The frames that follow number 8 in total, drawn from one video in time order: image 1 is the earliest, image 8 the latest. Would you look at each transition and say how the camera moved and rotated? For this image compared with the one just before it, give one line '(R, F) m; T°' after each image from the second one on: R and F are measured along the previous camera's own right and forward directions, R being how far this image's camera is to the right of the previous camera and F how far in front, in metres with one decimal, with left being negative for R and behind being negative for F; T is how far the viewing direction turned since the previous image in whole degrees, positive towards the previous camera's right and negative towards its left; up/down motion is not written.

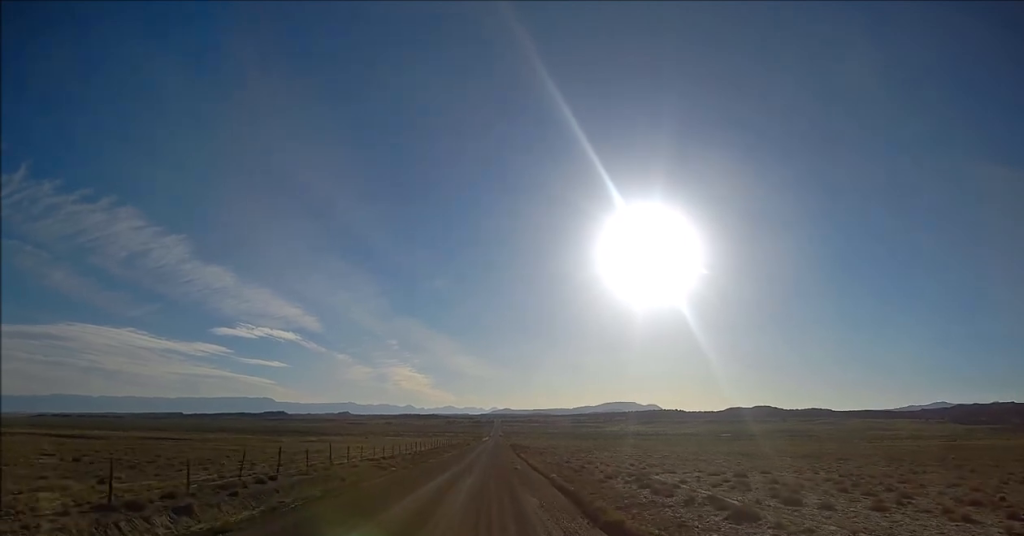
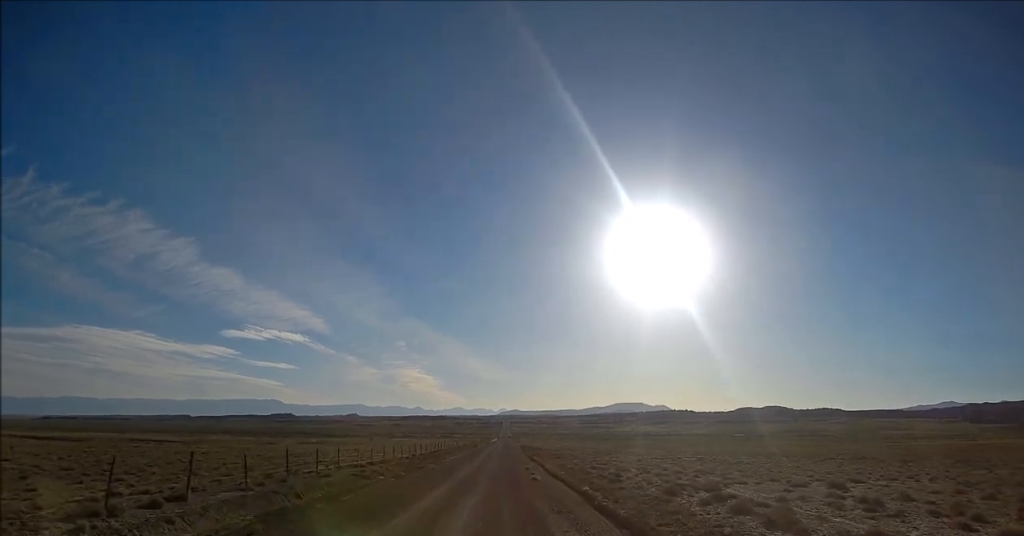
(+0.1, +12.6) m; +1°
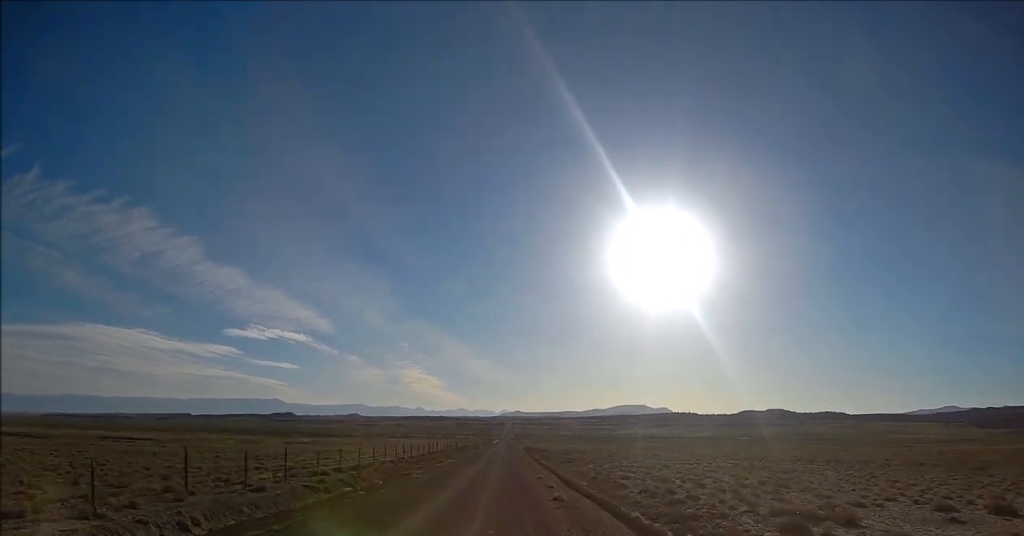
(+0.1, +12.3) m; +1°
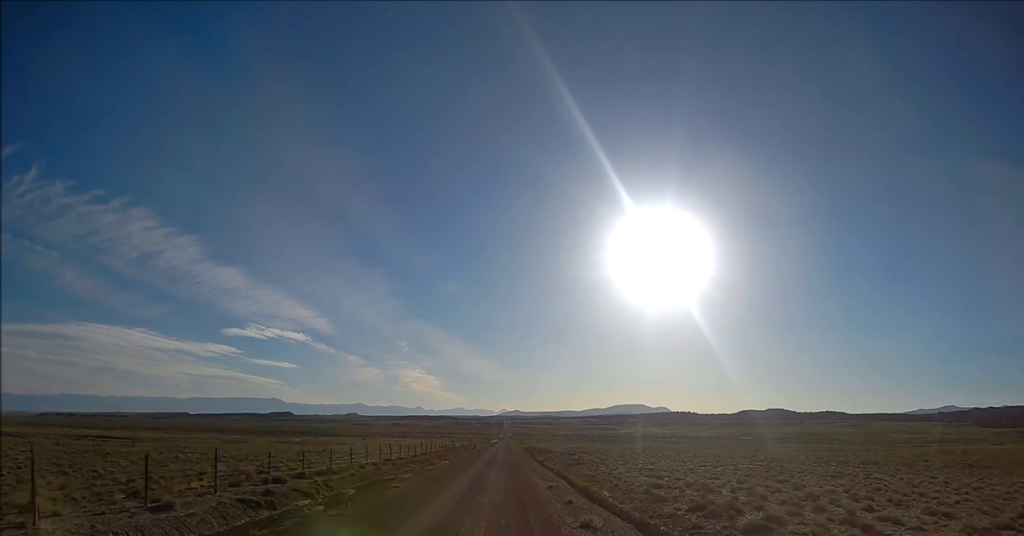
(0.0, +8.6) m; 0°
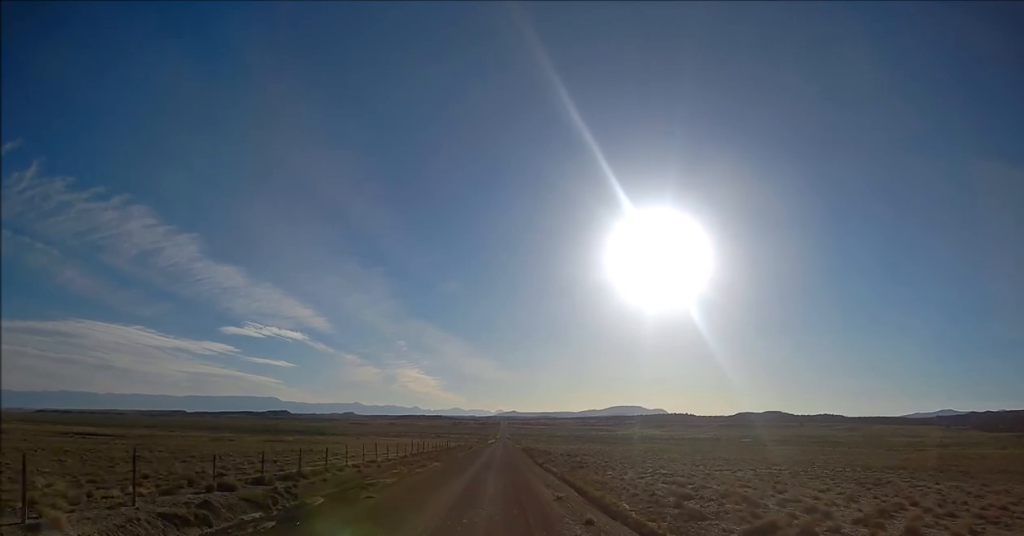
(0.0, +5.9) m; 0°
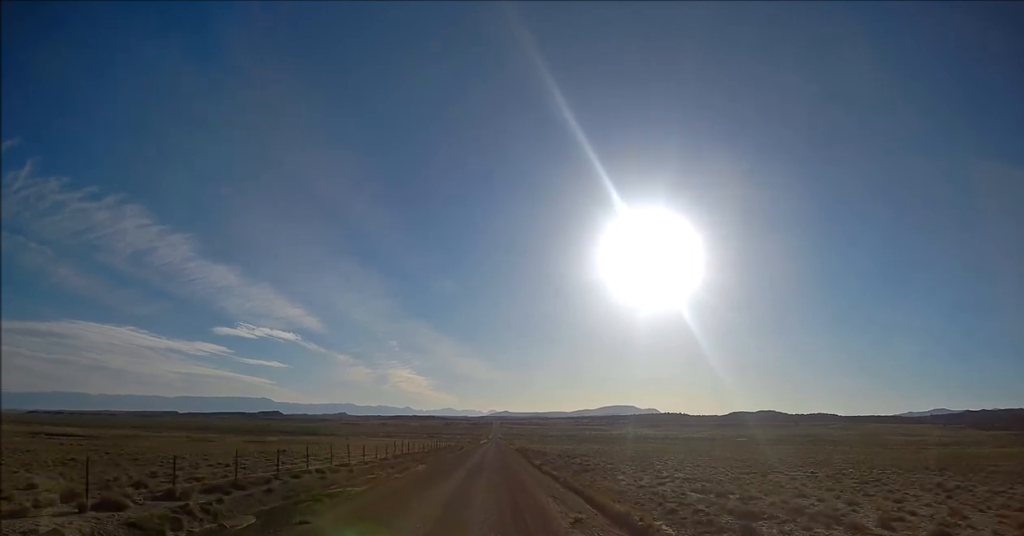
(0.0, +8.7) m; 0°
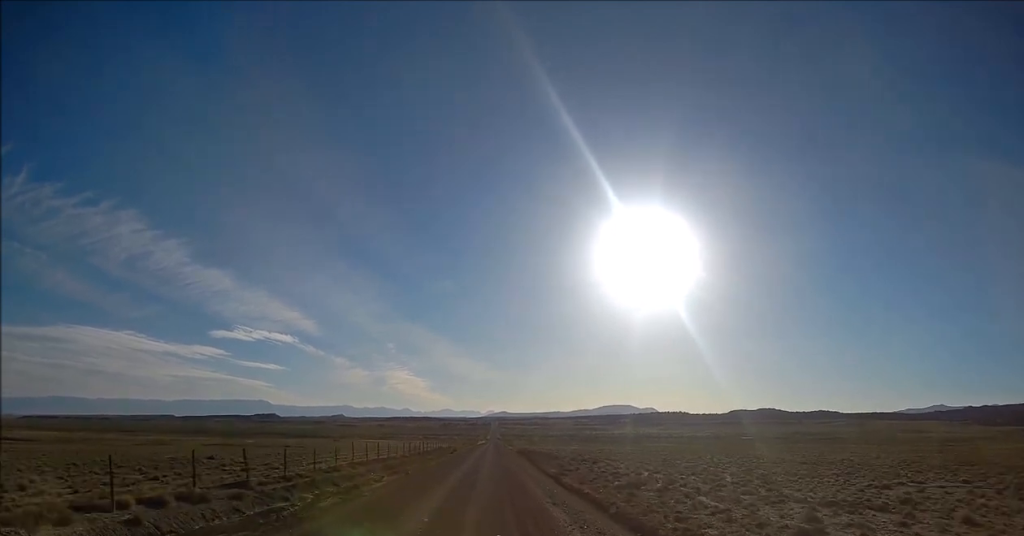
(0.0, +20.7) m; 0°
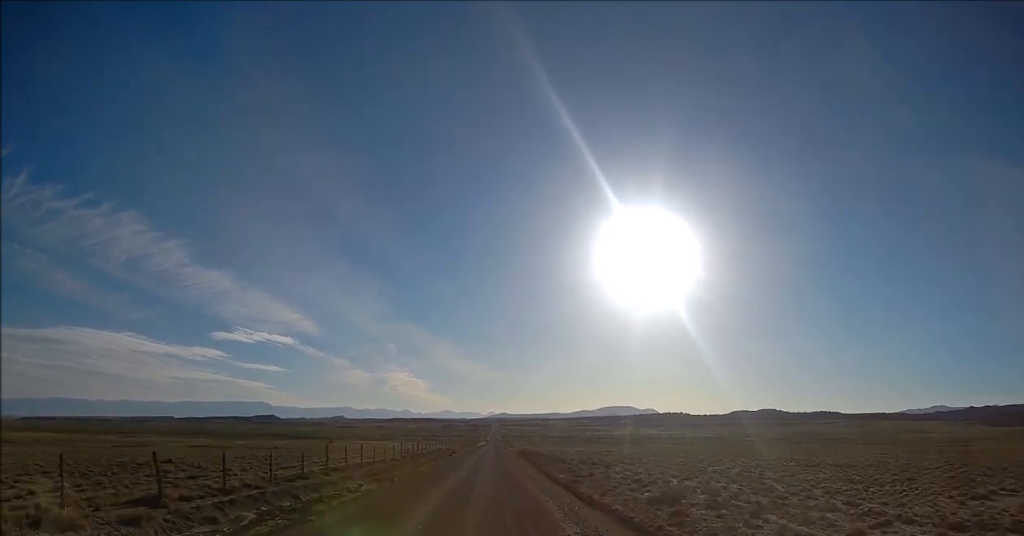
(0.0, +7.8) m; 0°
